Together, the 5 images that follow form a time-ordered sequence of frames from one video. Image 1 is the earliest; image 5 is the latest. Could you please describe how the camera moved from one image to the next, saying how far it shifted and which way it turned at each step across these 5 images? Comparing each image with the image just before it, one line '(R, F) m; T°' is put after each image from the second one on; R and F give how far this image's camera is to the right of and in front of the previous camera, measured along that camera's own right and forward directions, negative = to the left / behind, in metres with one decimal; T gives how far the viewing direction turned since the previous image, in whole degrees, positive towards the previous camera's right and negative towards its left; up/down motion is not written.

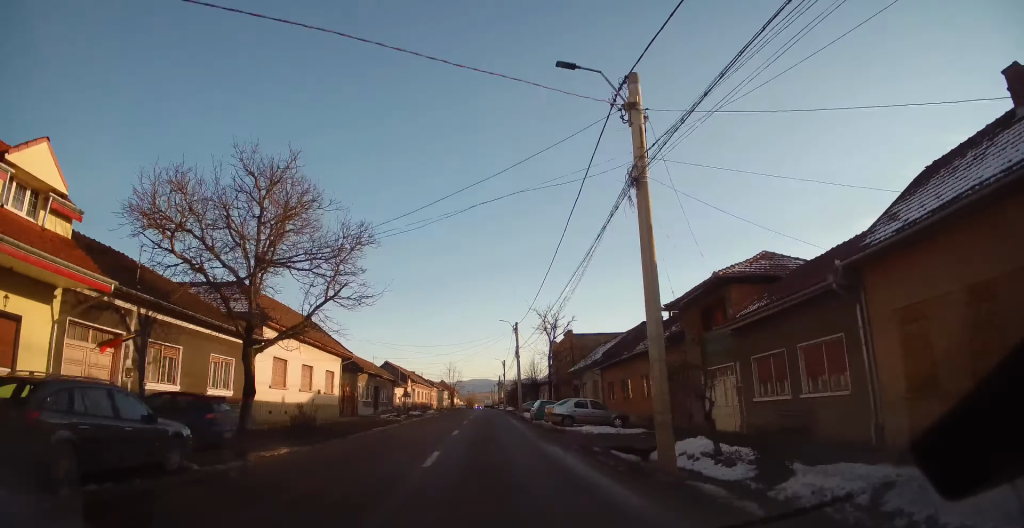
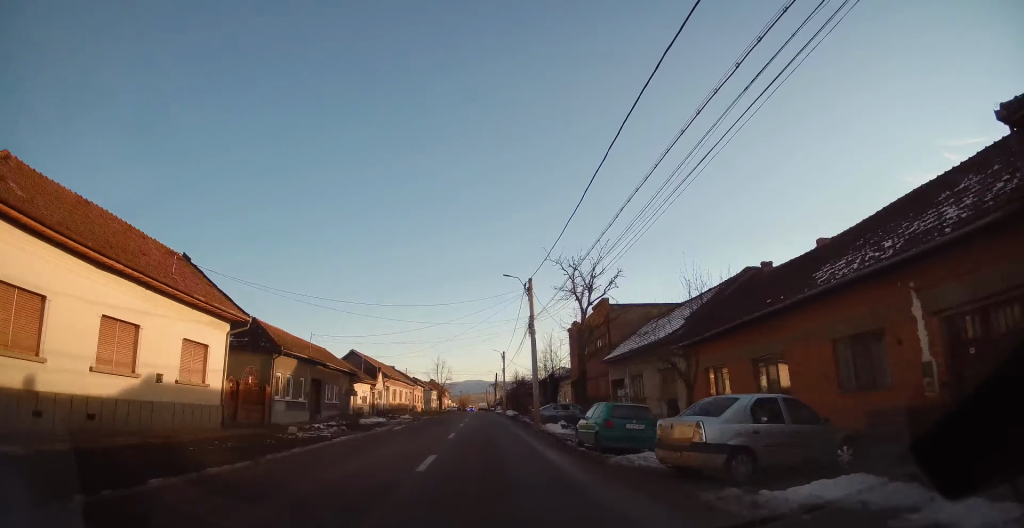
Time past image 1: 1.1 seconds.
(+0.1, +18.4) m; +1°
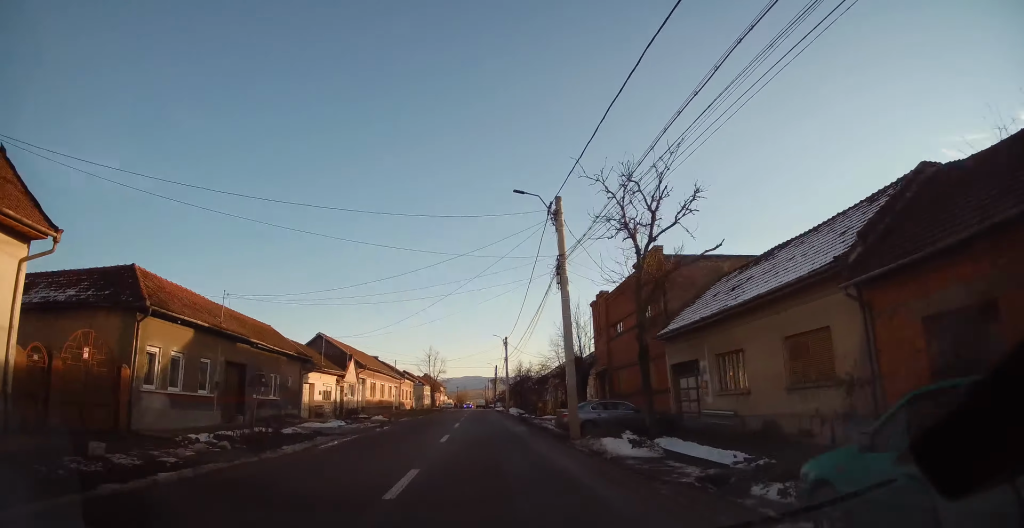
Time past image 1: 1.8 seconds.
(+0.1, +11.8) m; 0°
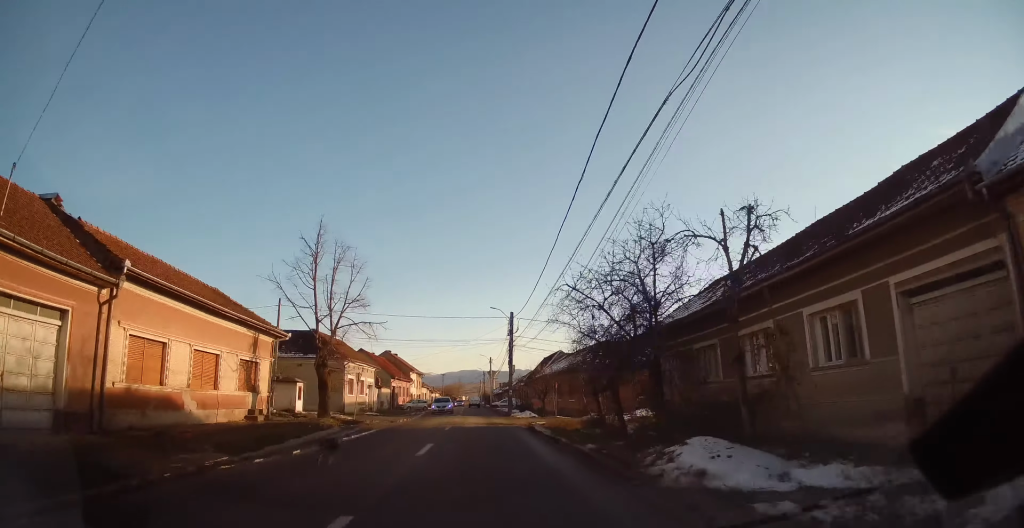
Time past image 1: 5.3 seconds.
(-0.6, +58.3) m; -1°
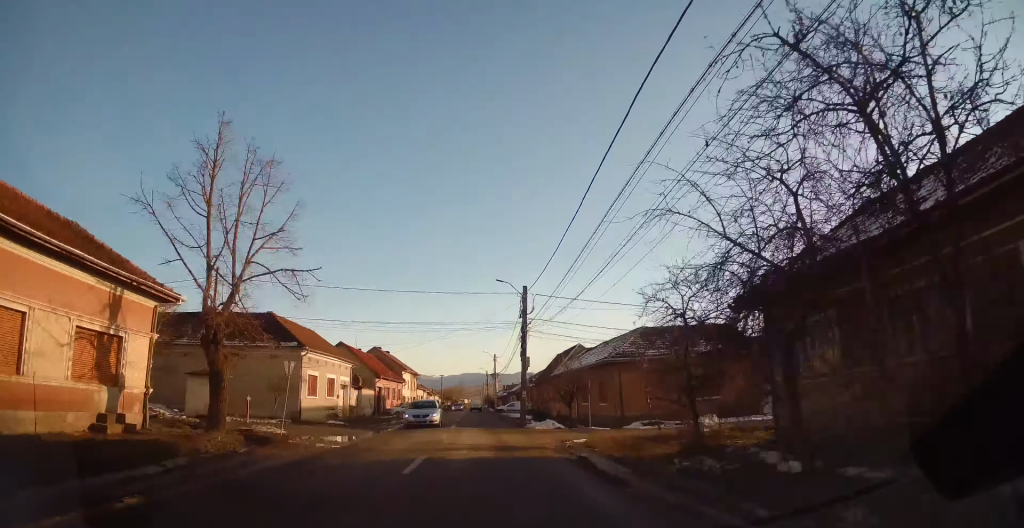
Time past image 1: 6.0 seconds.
(-0.1, +11.9) m; 0°
